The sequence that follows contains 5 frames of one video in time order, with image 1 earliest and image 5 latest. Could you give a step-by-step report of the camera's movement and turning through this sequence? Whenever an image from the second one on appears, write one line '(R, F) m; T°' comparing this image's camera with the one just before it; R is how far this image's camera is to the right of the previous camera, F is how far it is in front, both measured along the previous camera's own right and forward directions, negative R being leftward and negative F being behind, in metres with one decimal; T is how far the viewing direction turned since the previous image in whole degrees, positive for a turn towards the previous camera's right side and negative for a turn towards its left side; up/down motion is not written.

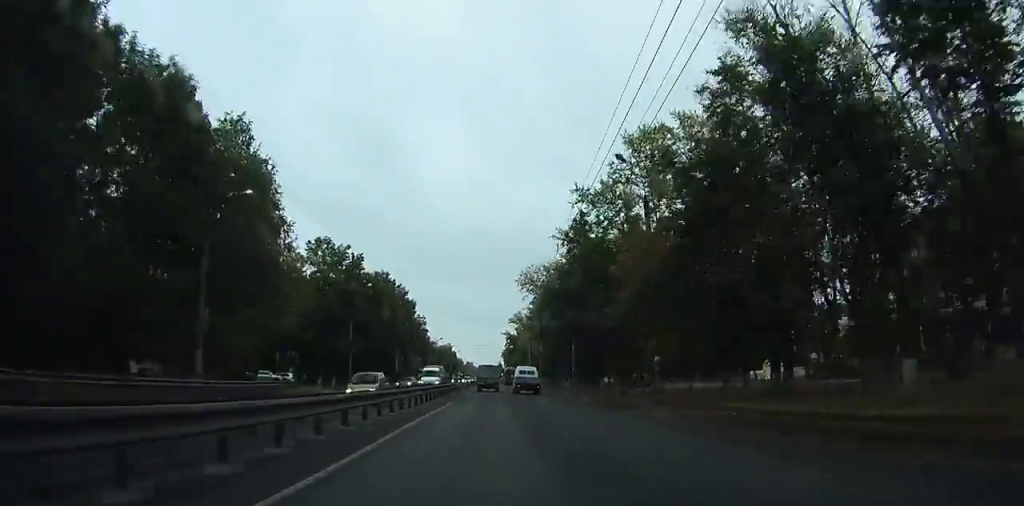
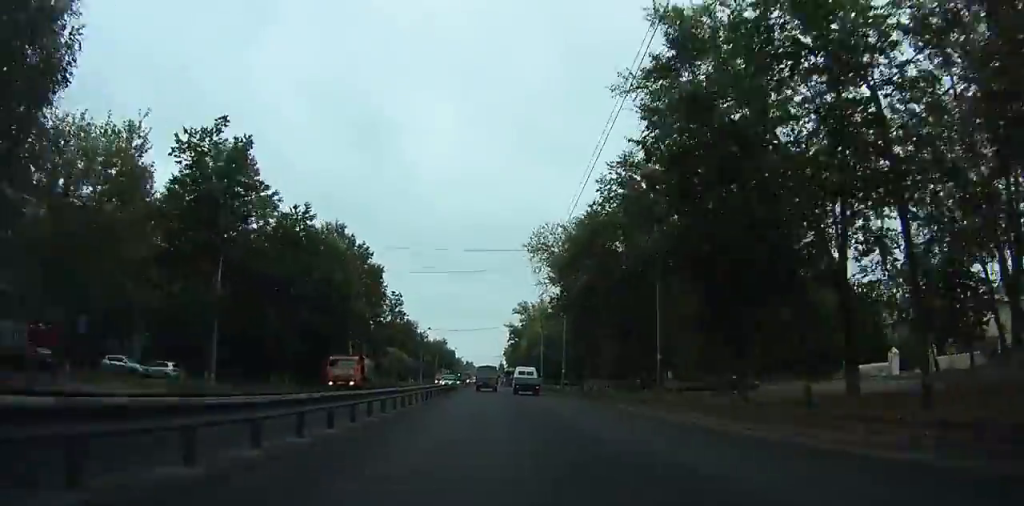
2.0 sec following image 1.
(0.0, +29.7) m; 0°
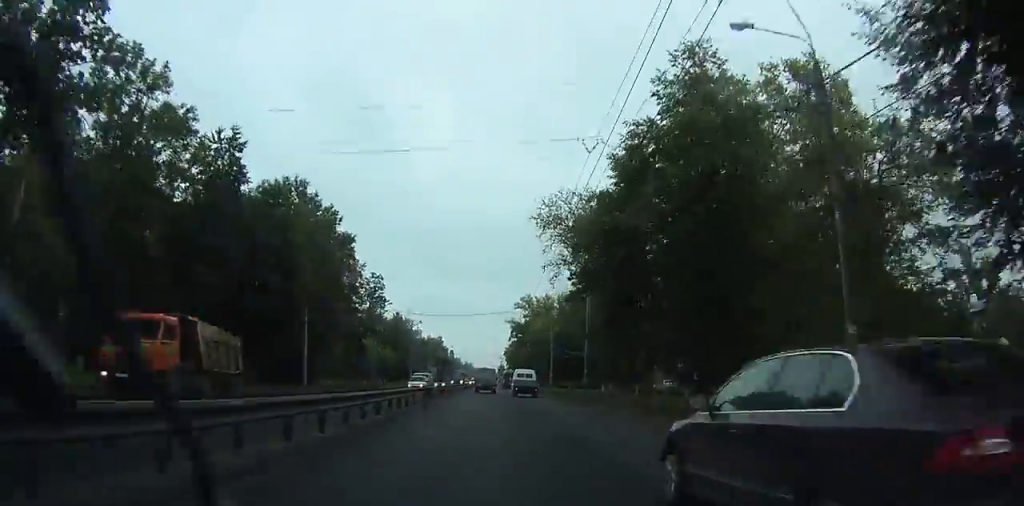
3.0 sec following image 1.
(0.0, +14.4) m; 0°
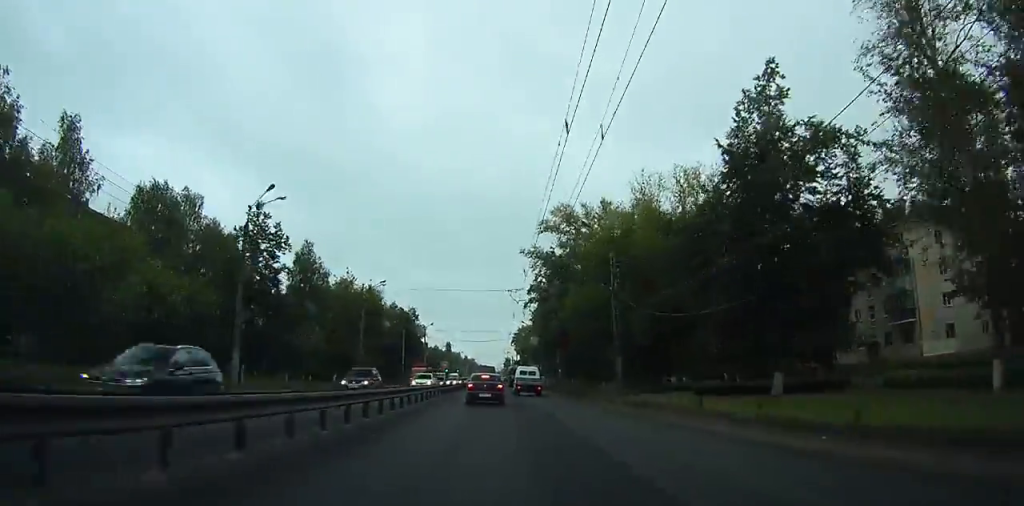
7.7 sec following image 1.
(+0.4, +66.2) m; 0°
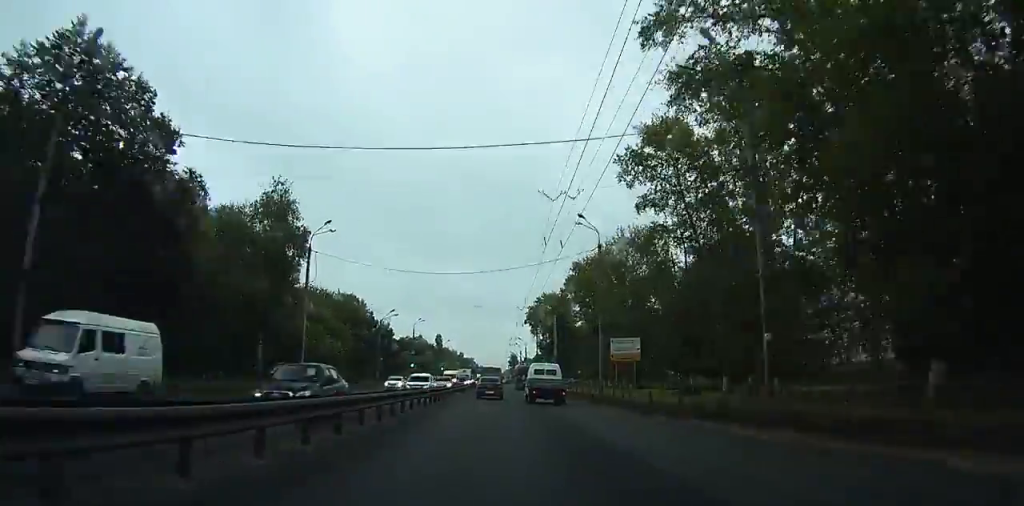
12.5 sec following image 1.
(-1.0, +67.8) m; 0°
